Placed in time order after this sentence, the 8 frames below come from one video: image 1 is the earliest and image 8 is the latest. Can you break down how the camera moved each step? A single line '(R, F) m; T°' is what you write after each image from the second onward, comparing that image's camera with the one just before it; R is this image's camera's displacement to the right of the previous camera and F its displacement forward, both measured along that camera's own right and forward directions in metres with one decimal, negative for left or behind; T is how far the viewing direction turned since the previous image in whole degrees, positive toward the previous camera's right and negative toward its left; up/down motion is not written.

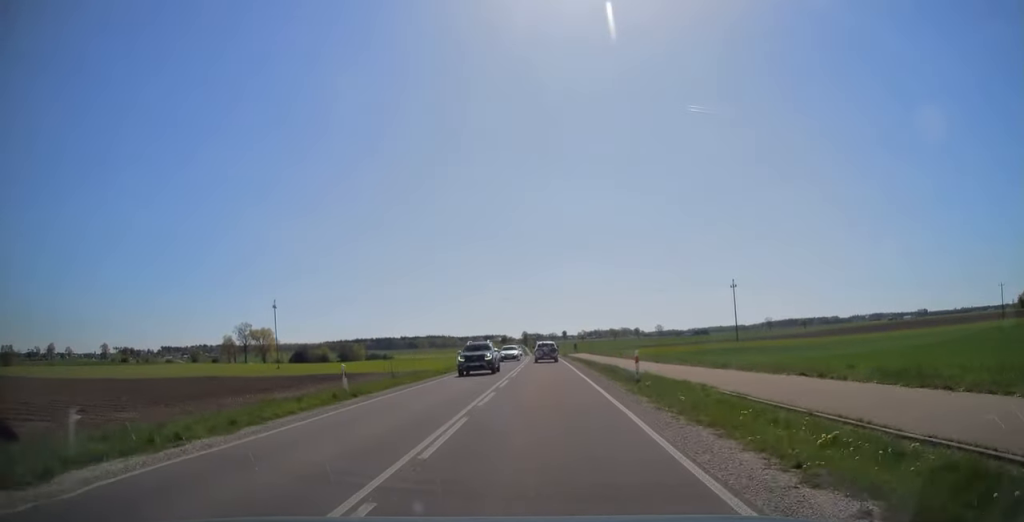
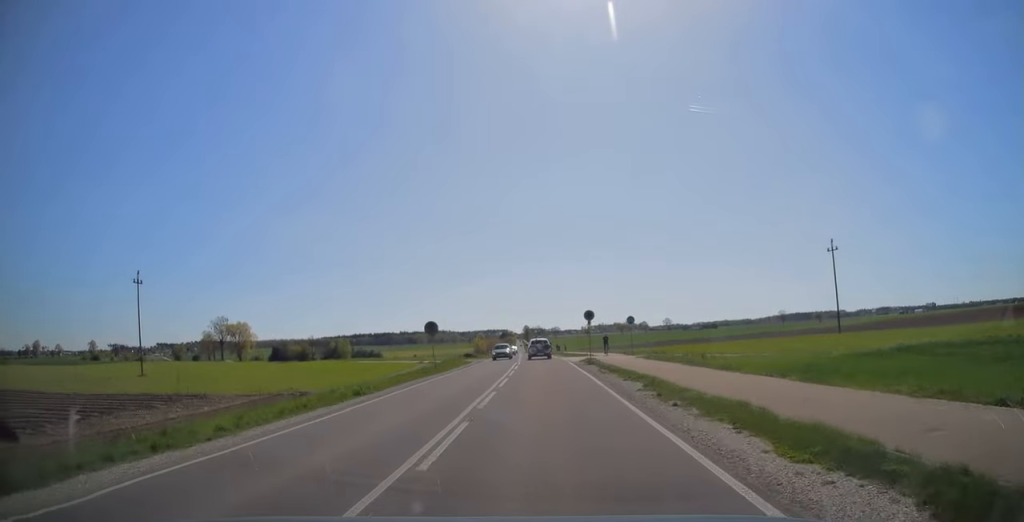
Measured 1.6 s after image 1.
(-0.4, +35.6) m; -1°
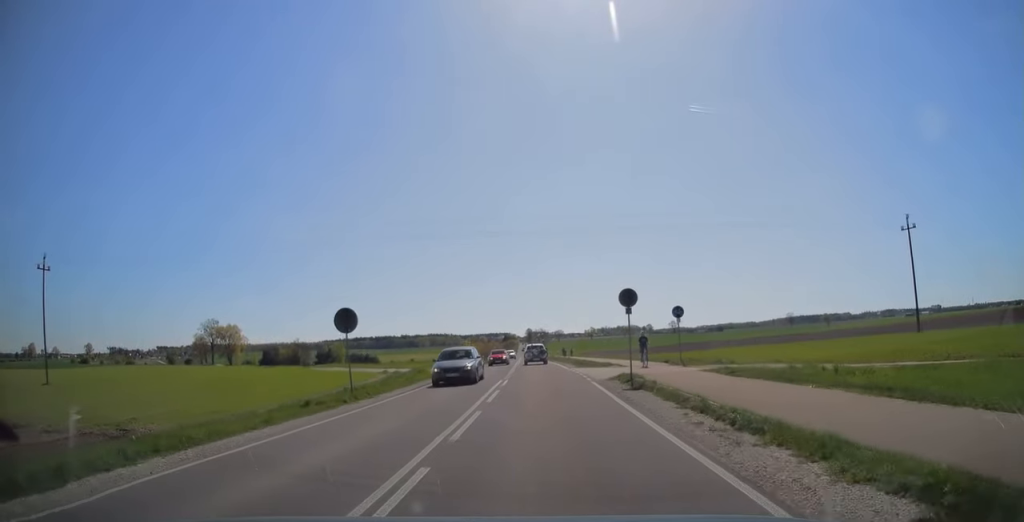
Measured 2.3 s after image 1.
(0.0, +15.1) m; 0°
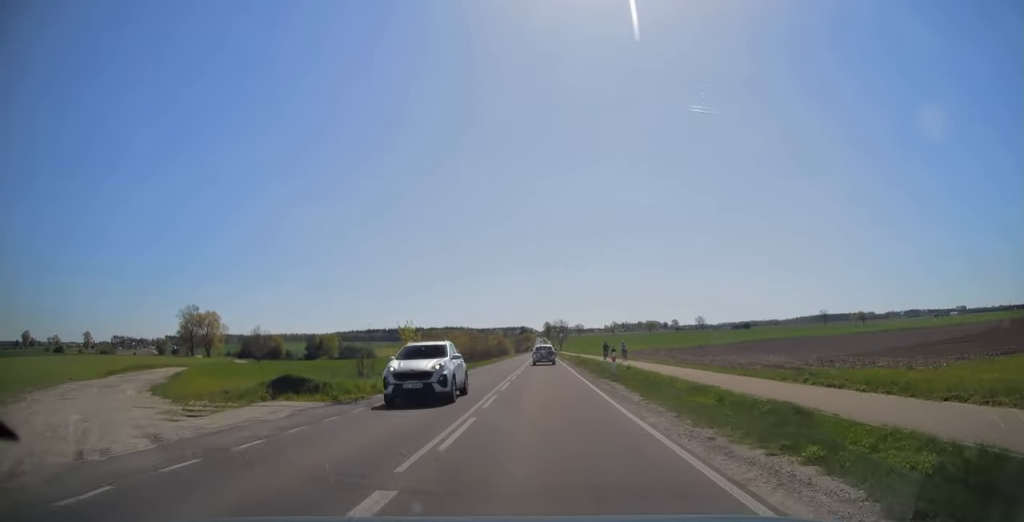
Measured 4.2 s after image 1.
(-0.1, +42.2) m; -1°
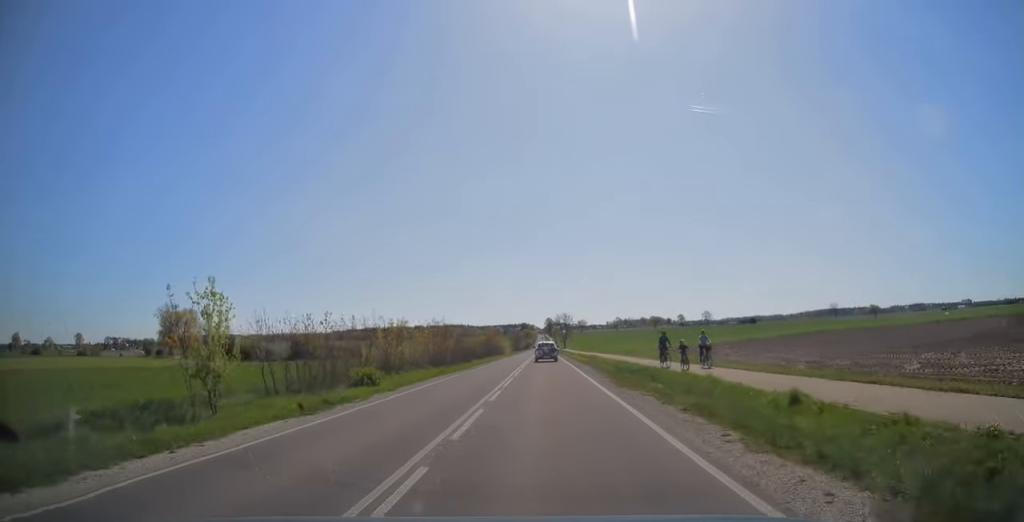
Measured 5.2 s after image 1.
(-0.3, +22.6) m; -1°
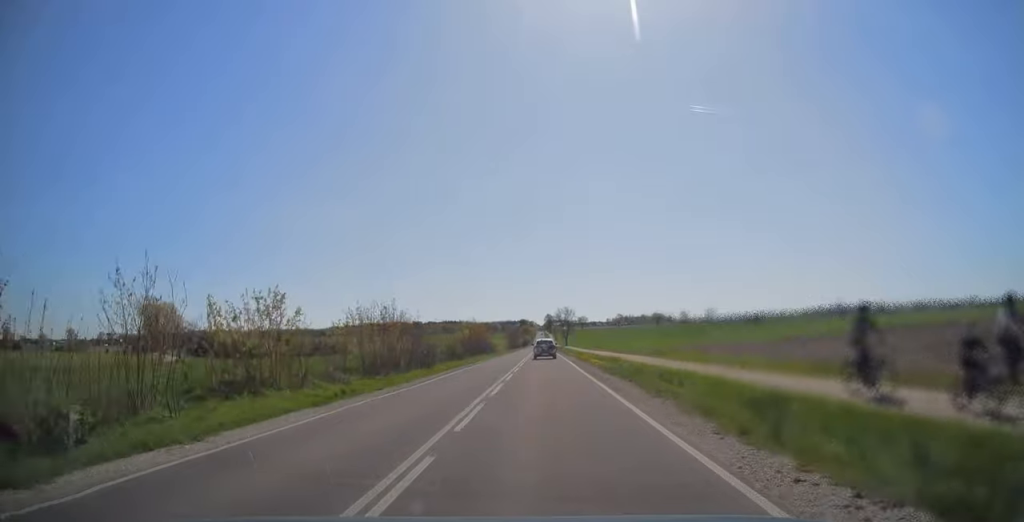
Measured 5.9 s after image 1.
(-0.2, +17.1) m; 0°
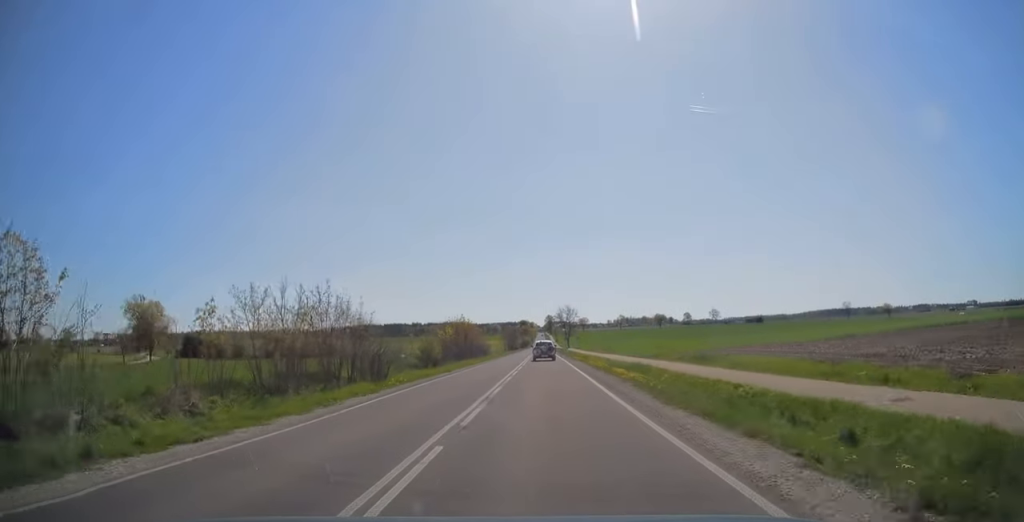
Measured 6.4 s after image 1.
(+0.1, +10.9) m; 0°
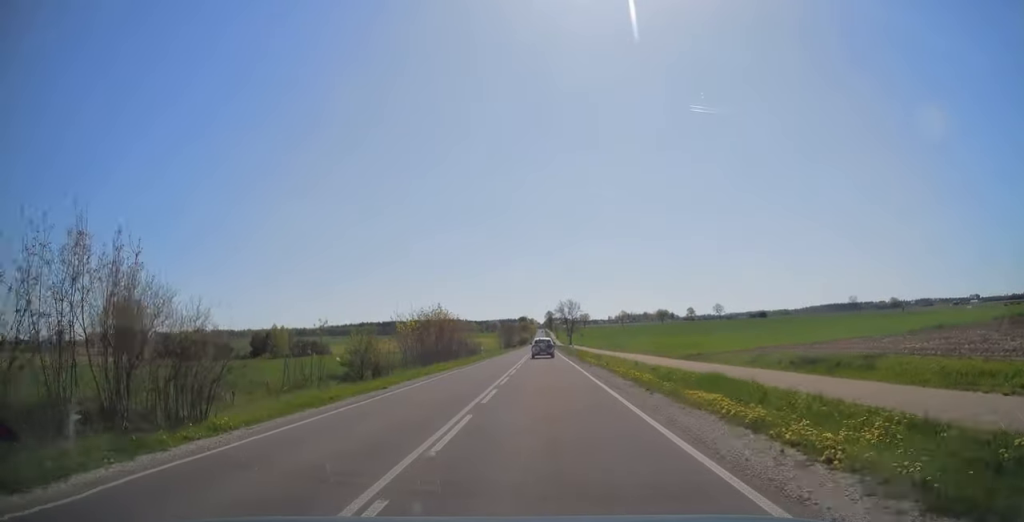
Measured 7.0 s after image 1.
(+0.2, +14.5) m; 0°
